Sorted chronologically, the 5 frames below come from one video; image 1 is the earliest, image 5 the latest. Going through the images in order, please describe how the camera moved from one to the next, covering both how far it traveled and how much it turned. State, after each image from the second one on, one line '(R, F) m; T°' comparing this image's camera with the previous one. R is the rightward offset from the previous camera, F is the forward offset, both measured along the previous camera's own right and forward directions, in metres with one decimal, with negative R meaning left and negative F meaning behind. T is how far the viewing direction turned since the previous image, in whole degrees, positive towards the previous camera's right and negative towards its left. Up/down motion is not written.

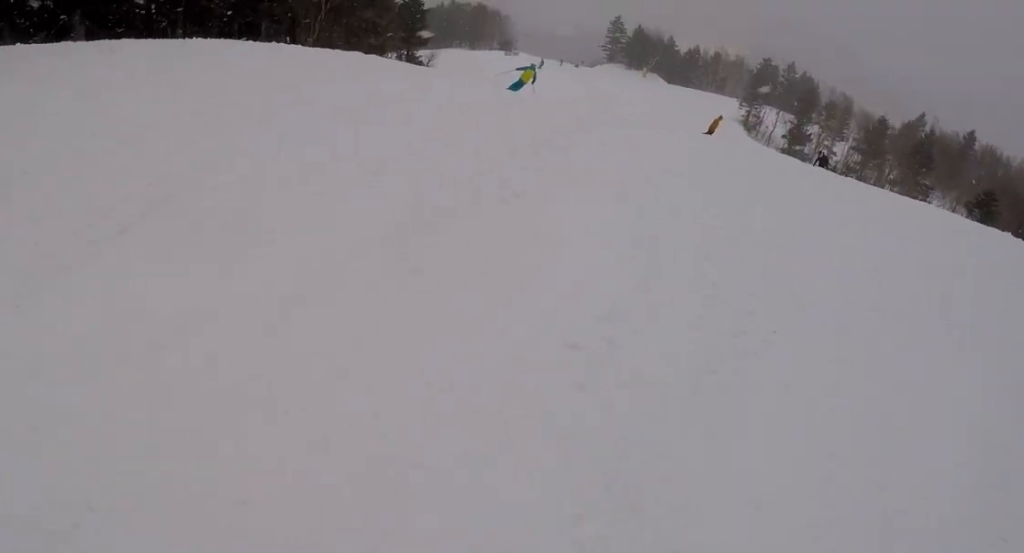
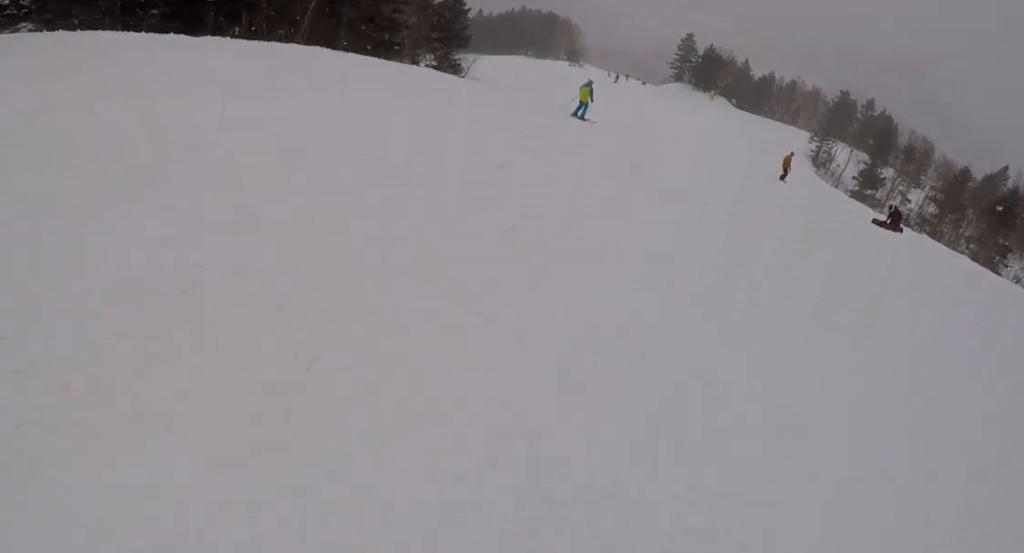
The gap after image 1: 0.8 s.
(-0.5, +4.5) m; -15°
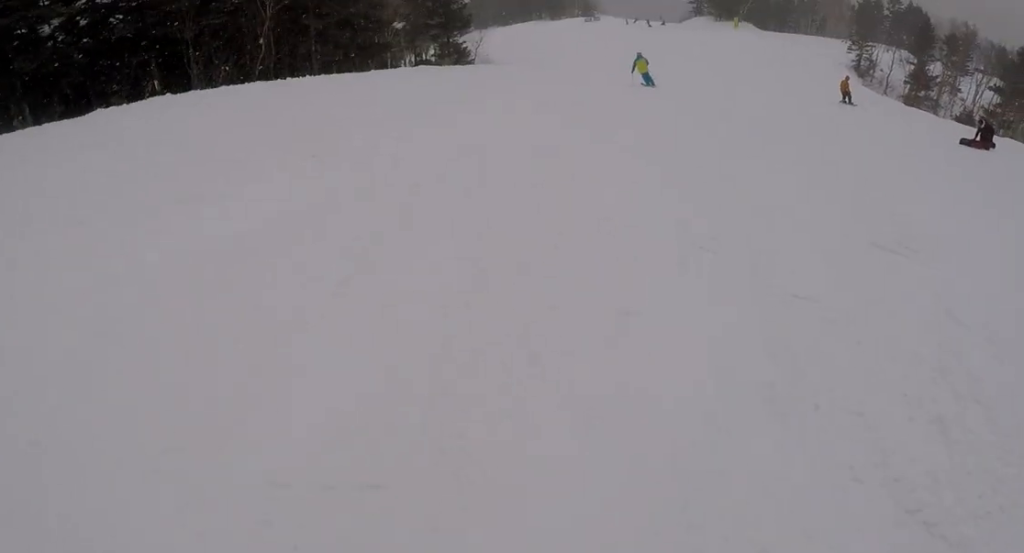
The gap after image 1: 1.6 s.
(-0.9, +4.7) m; -4°
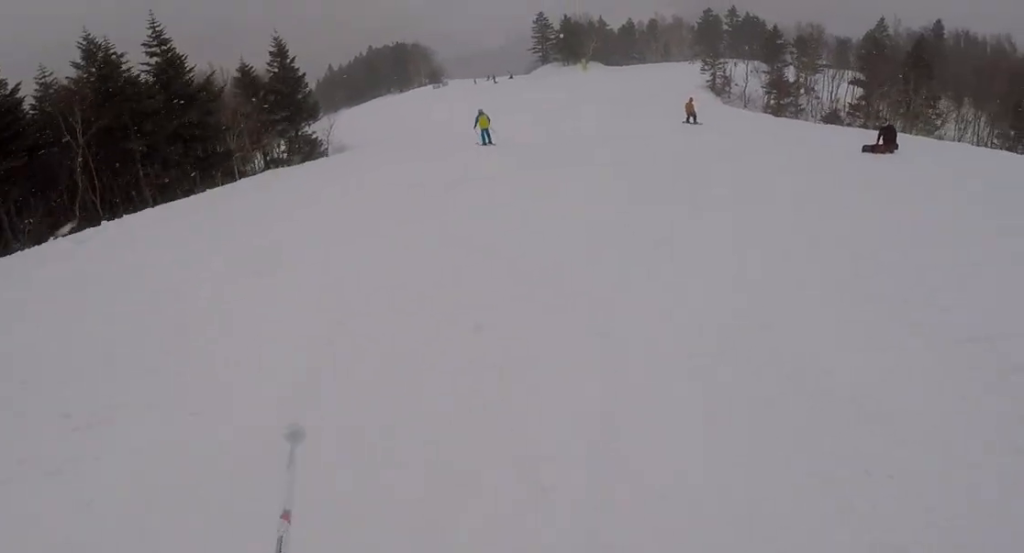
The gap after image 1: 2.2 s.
(+0.1, +3.3) m; +2°
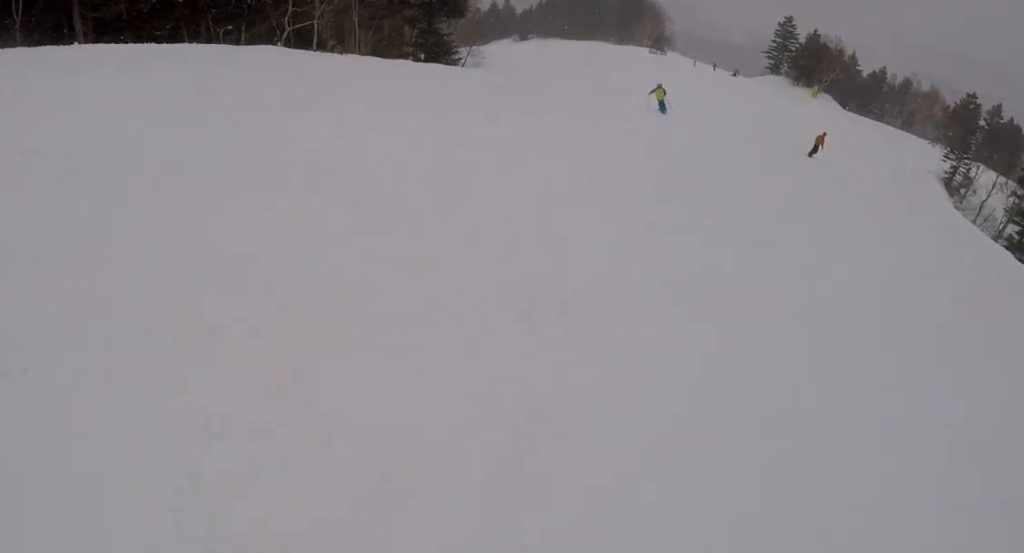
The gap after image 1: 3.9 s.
(+0.8, +9.9) m; -4°
